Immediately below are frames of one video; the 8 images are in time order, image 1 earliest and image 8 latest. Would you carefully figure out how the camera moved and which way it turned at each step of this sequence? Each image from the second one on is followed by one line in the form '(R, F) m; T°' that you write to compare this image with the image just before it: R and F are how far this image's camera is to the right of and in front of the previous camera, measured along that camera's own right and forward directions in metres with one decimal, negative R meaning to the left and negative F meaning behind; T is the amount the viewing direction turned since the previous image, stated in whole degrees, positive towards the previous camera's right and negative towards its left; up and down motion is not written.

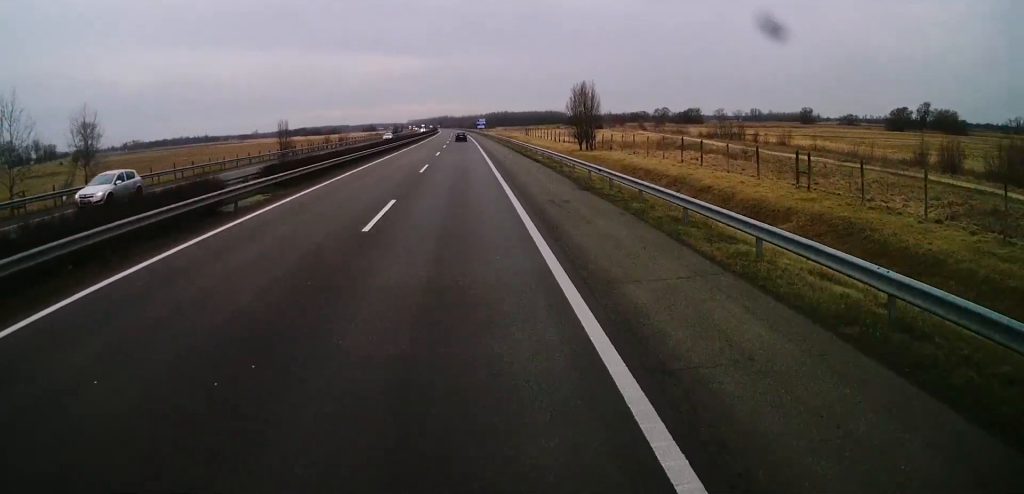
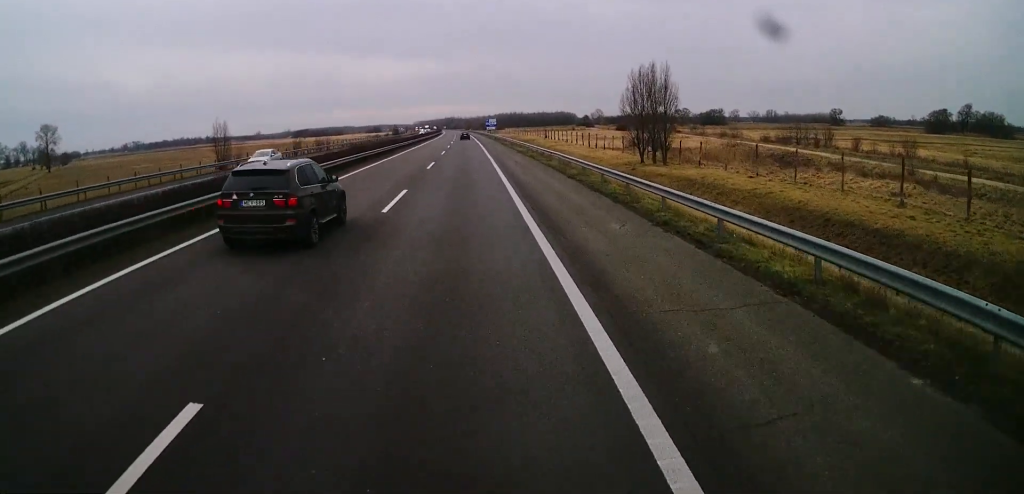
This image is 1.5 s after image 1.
(-0.3, +33.5) m; 0°
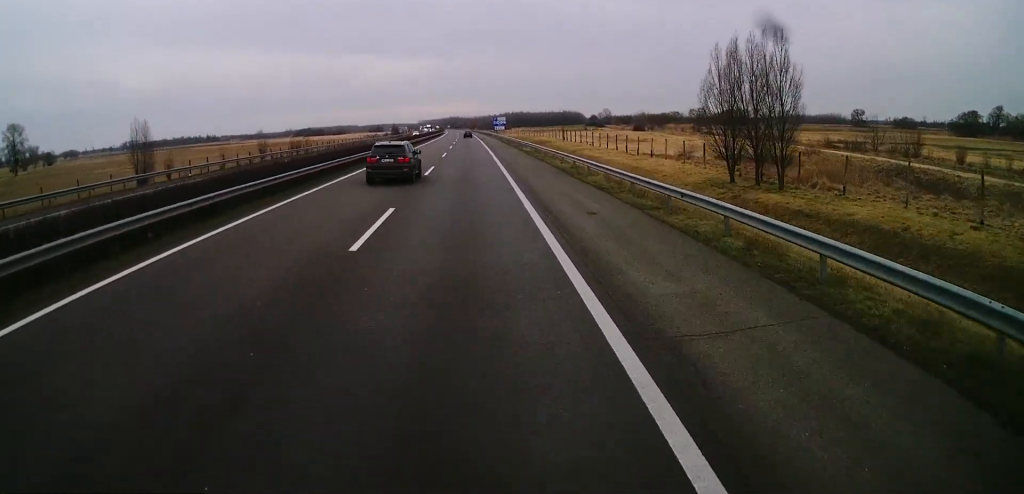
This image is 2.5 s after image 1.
(0.0, +22.1) m; 0°
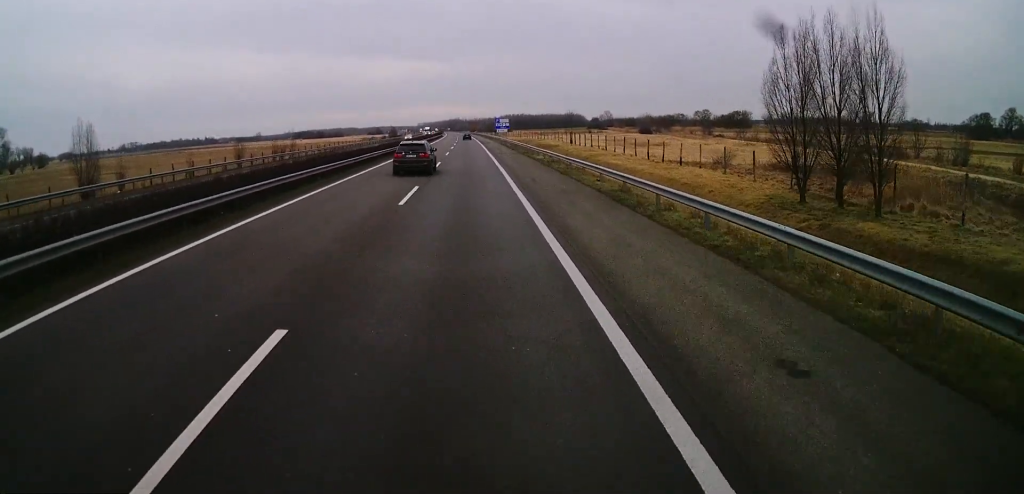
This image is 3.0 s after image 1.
(0.0, +10.3) m; 0°
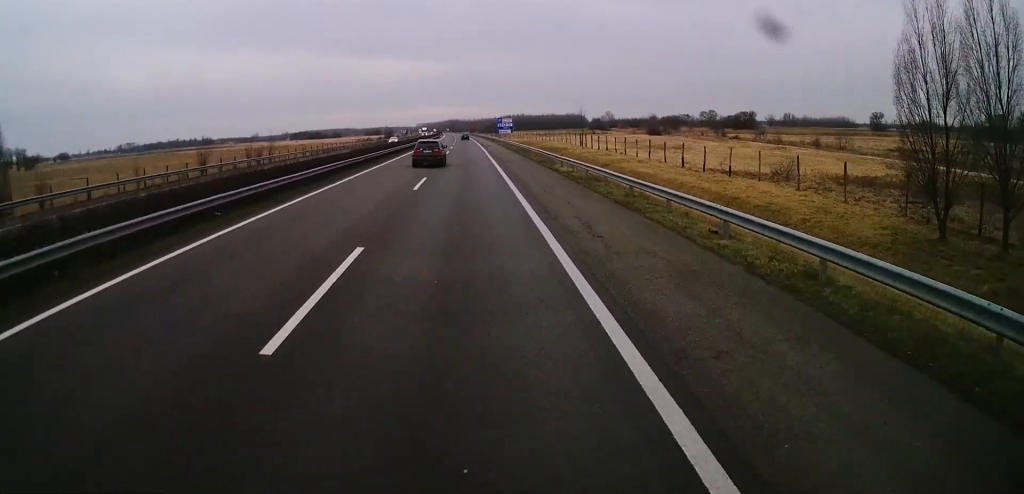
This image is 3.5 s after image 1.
(0.0, +12.5) m; 0°
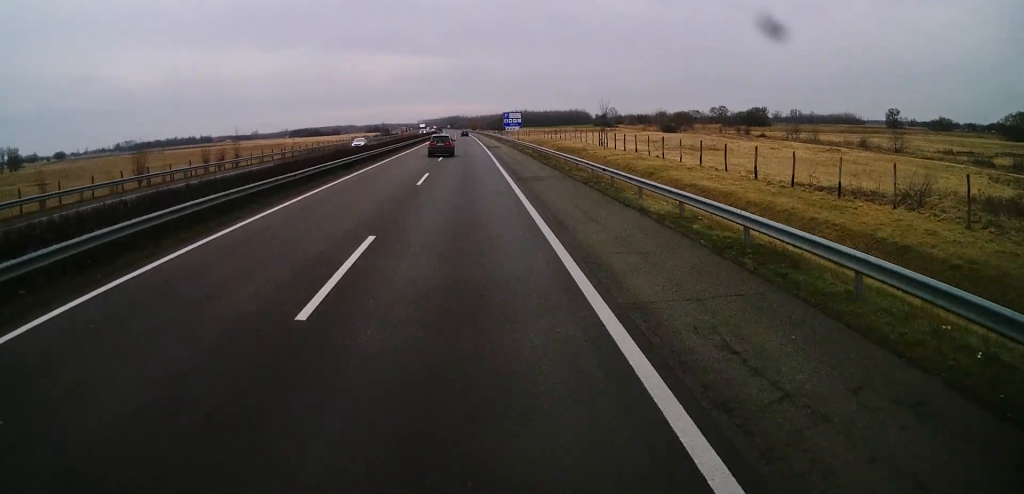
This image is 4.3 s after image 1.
(0.0, +16.6) m; -1°
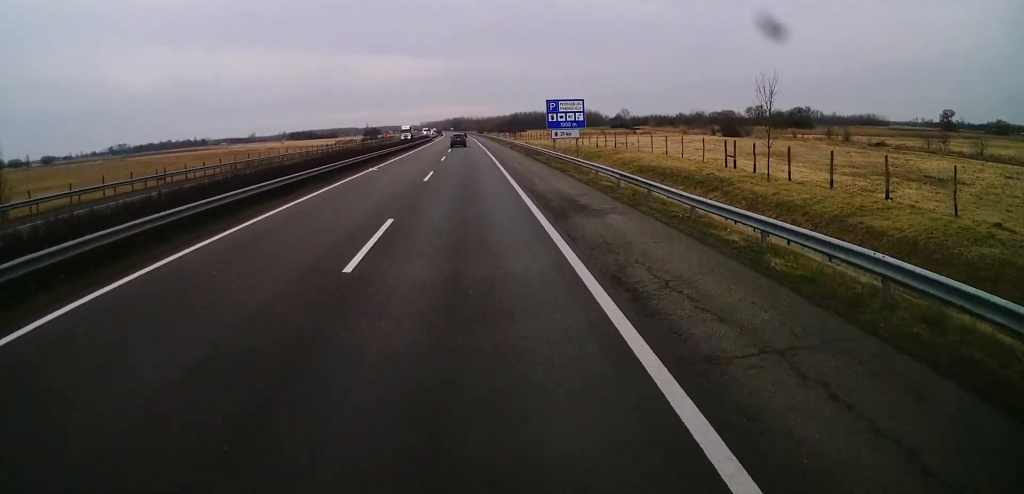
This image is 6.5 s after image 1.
(-0.1, +52.5) m; 0°
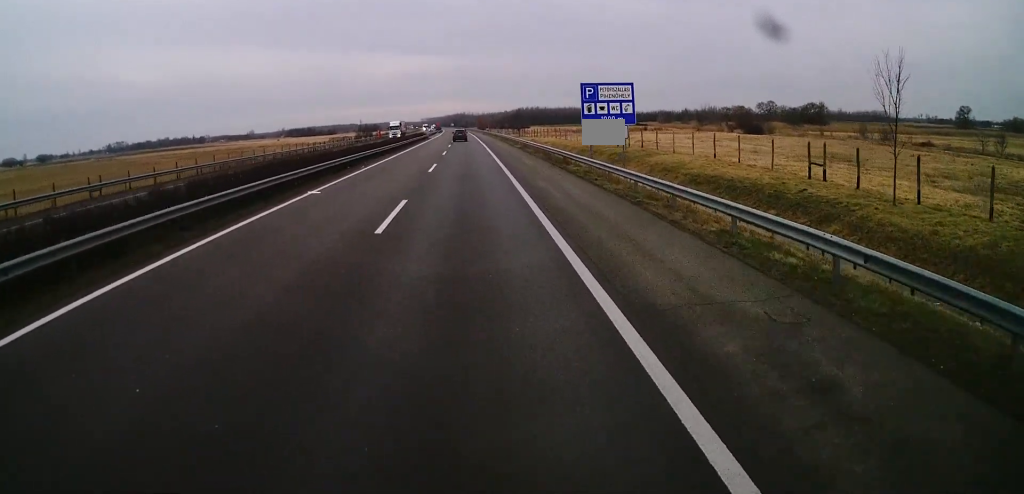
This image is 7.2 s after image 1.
(-0.3, +14.9) m; 0°
